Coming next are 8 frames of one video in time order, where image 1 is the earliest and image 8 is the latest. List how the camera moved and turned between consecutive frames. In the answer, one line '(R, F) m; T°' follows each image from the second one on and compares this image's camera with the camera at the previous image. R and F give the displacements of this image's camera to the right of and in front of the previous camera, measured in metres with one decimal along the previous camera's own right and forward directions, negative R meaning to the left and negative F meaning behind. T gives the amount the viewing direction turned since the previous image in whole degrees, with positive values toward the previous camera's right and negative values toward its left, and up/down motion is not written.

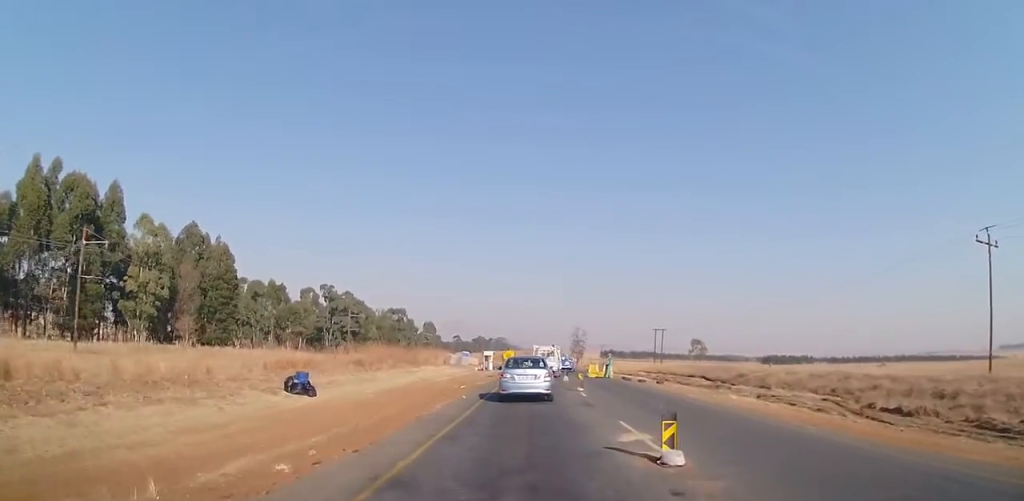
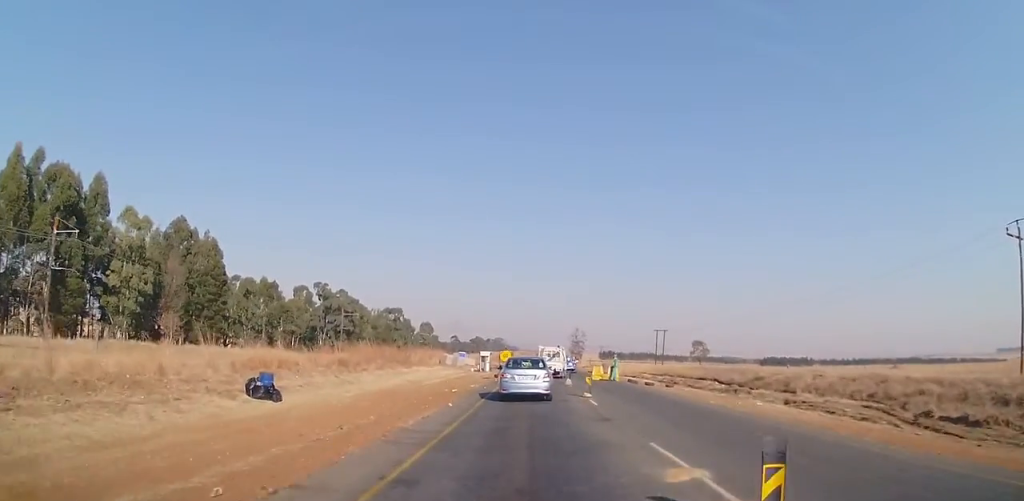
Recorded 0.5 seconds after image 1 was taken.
(0.0, +3.5) m; +1°
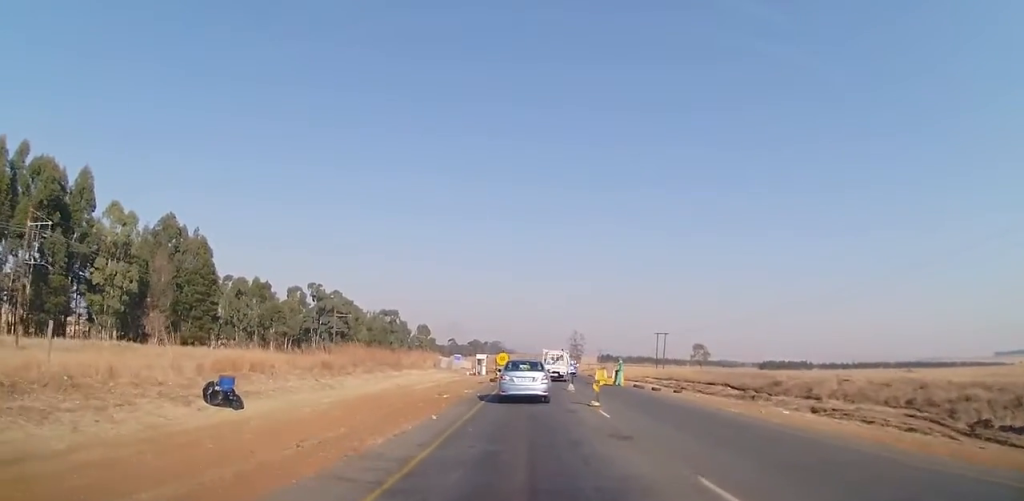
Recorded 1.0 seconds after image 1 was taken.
(0.0, +2.8) m; +1°
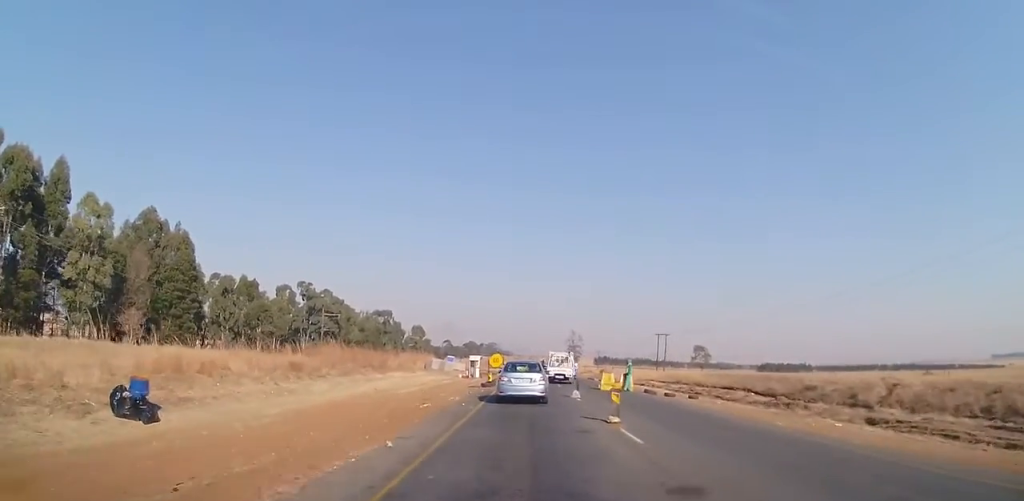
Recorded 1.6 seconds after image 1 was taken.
(+0.1, +4.5) m; +1°
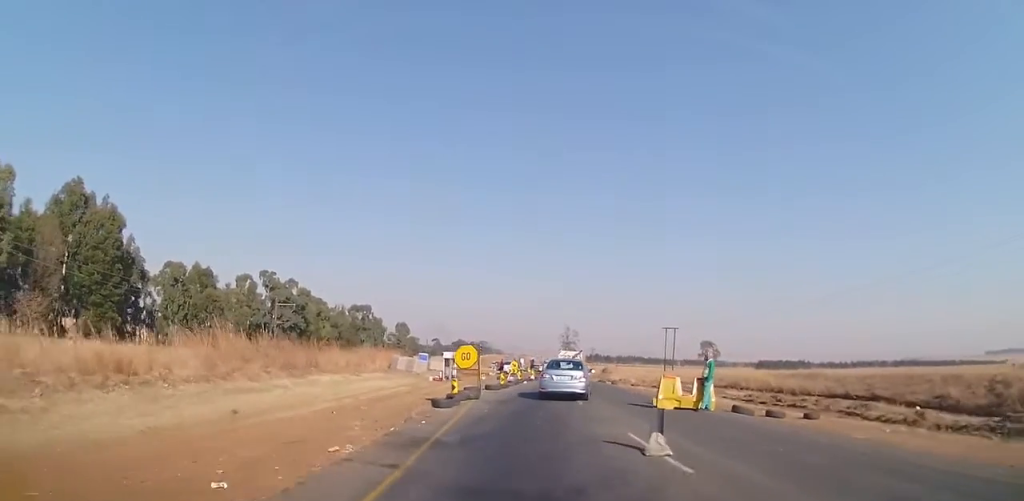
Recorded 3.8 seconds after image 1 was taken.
(+0.2, +15.4) m; +2°
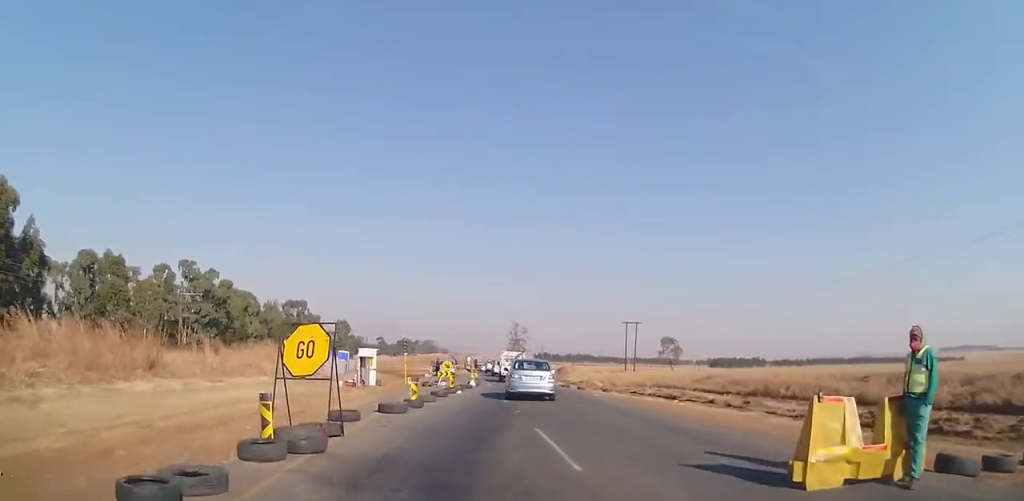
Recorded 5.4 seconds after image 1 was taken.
(+1.0, +12.1) m; +7°
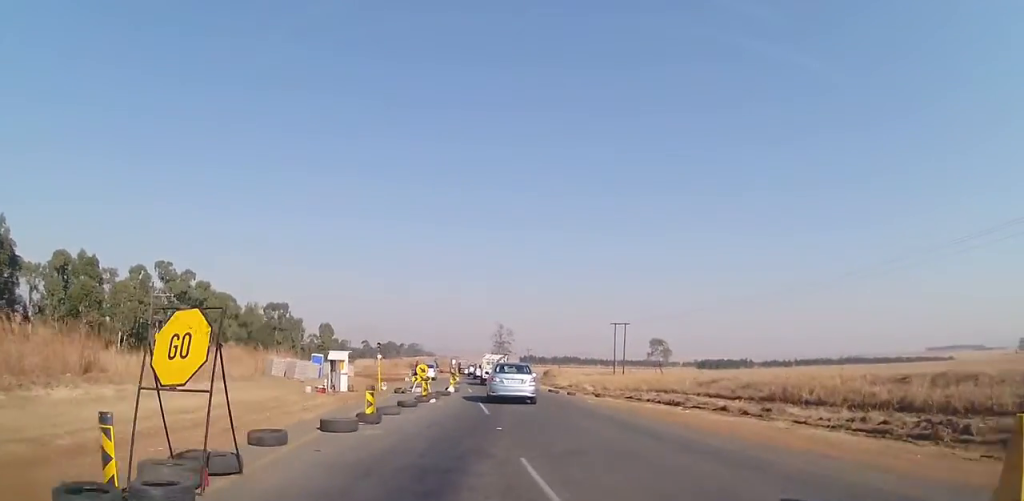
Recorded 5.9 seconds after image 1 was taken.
(+0.3, +3.3) m; 0°
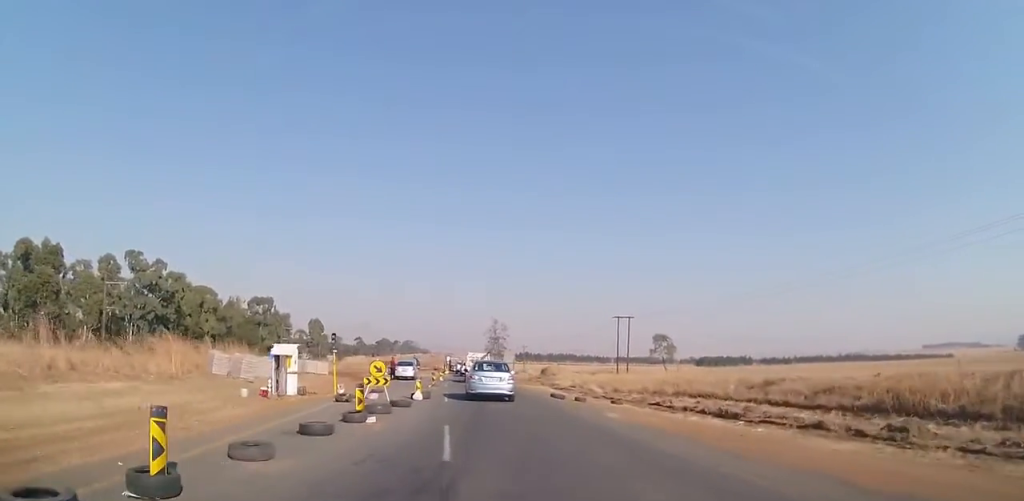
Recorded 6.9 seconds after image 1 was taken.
(-0.5, +7.6) m; -2°
